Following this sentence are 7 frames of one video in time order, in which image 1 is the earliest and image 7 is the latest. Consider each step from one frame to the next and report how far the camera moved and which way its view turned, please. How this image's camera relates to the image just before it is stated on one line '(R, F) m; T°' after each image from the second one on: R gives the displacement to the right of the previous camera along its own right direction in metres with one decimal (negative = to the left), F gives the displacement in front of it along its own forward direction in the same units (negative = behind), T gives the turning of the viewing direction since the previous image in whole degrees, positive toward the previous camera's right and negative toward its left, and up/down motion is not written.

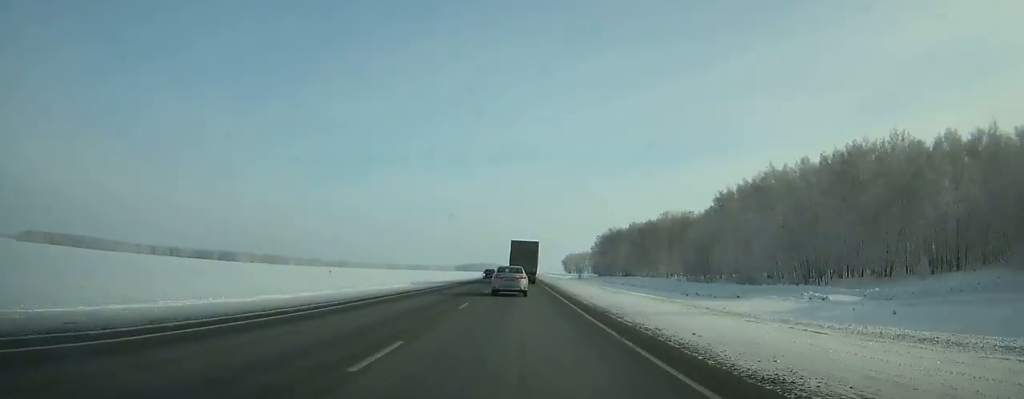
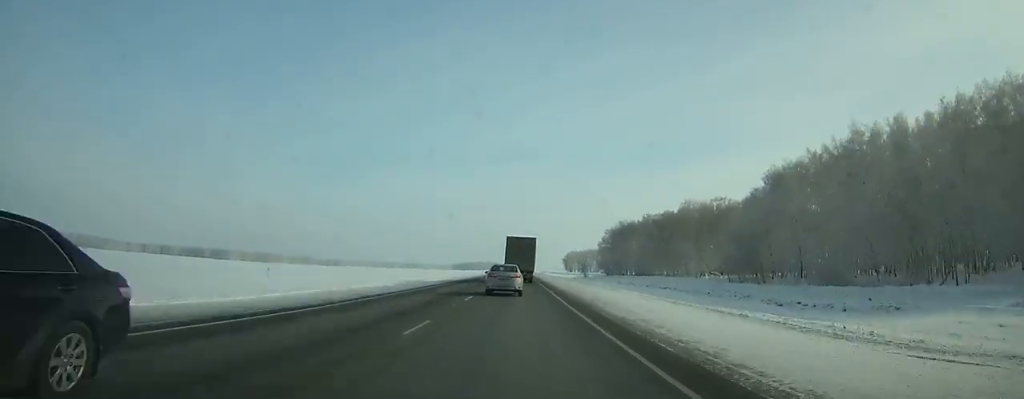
(0.0, +33.8) m; 0°
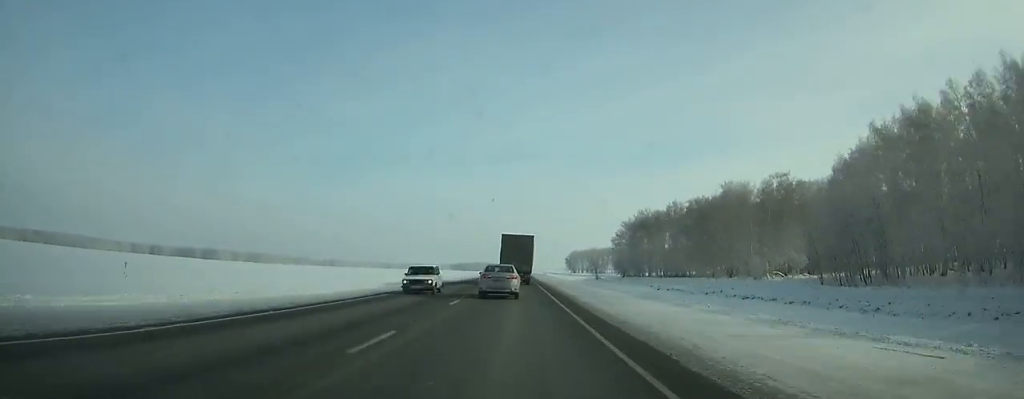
(-0.1, +39.7) m; 0°
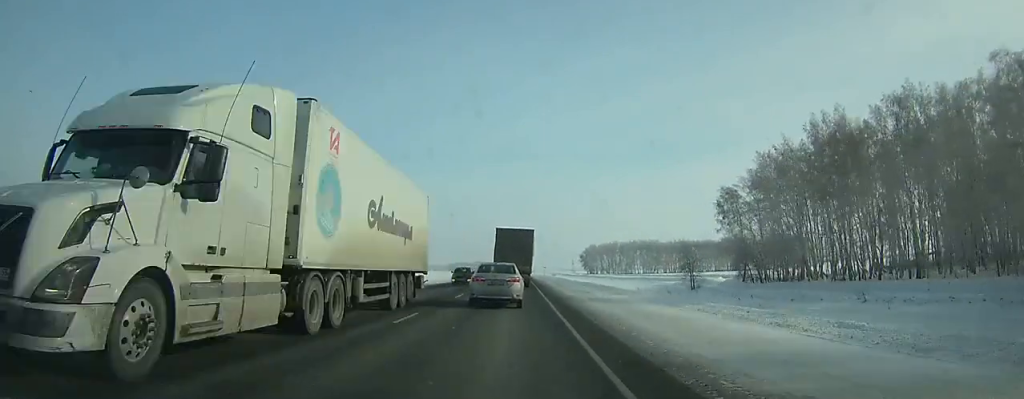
(-0.1, +118.8) m; 0°
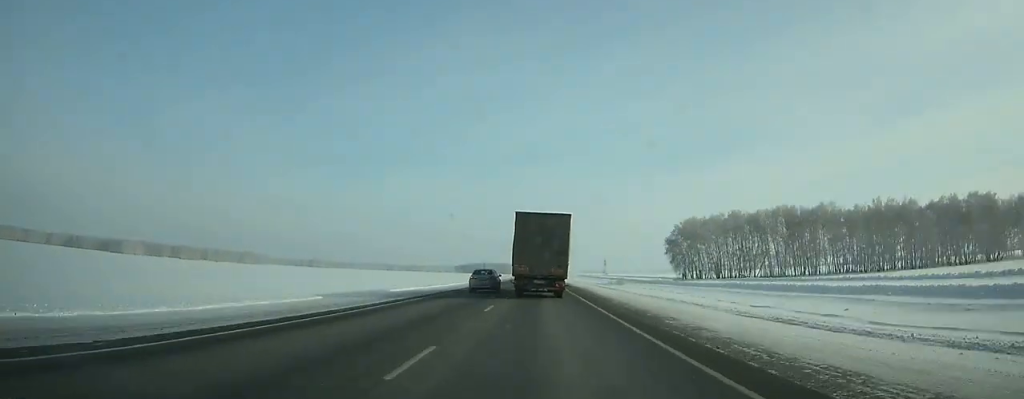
(-3.0, +220.7) m; -1°
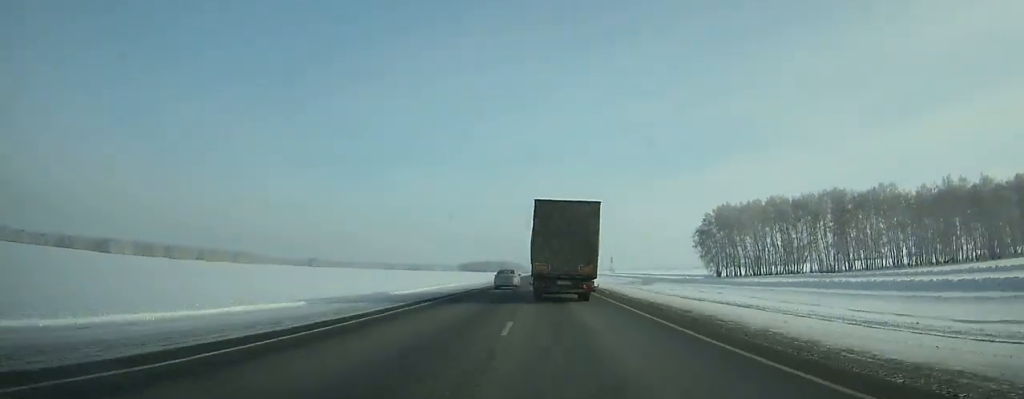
(-0.2, +32.2) m; 0°
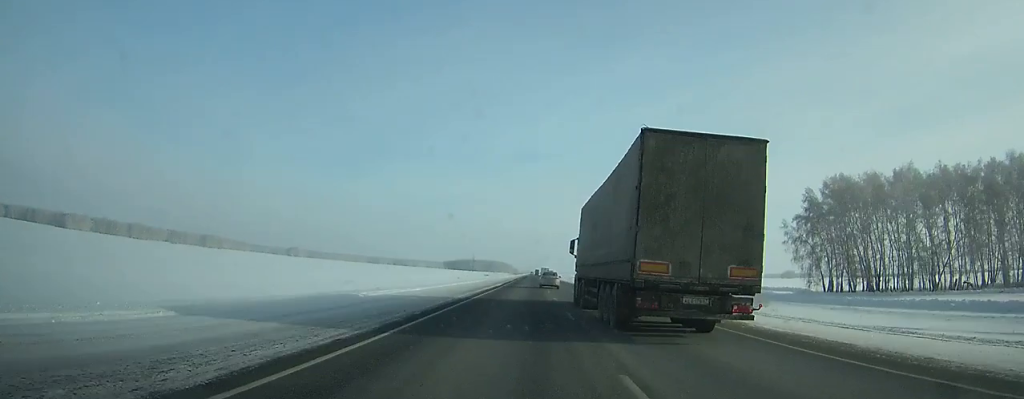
(+0.5, +71.1) m; +1°
